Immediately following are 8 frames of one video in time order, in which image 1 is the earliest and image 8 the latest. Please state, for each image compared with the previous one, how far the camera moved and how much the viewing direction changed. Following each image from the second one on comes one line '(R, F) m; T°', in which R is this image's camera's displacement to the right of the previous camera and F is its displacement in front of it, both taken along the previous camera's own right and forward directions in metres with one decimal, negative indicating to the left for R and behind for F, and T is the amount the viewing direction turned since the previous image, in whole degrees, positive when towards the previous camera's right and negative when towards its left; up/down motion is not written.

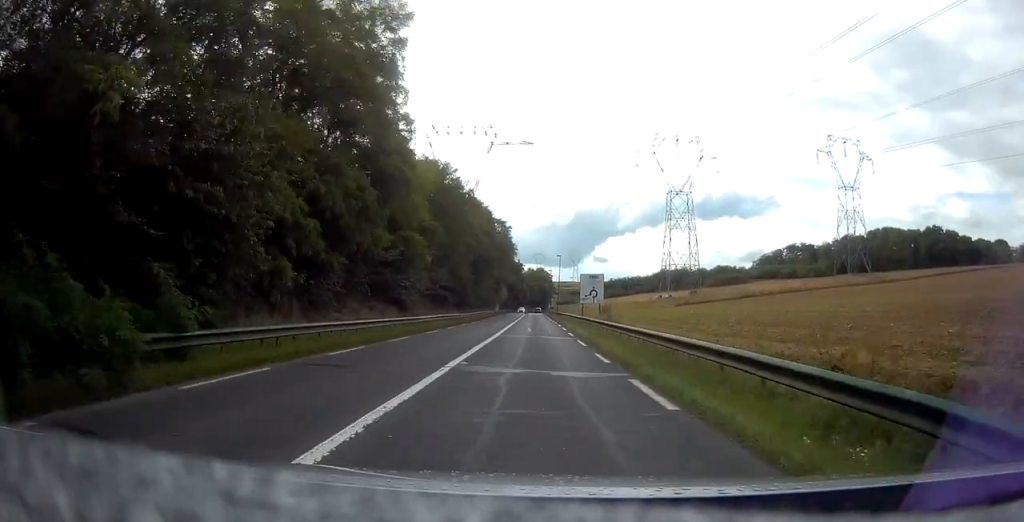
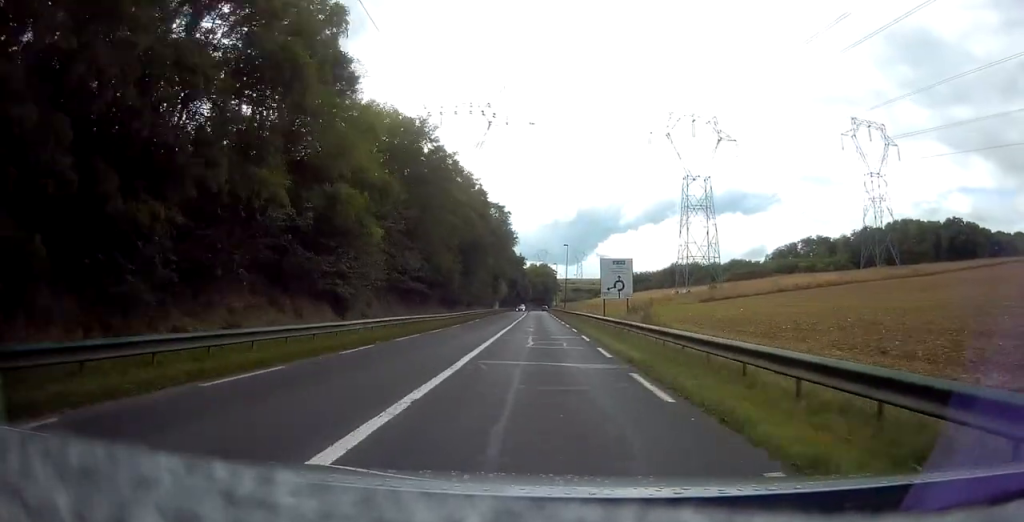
(0.0, +13.0) m; 0°
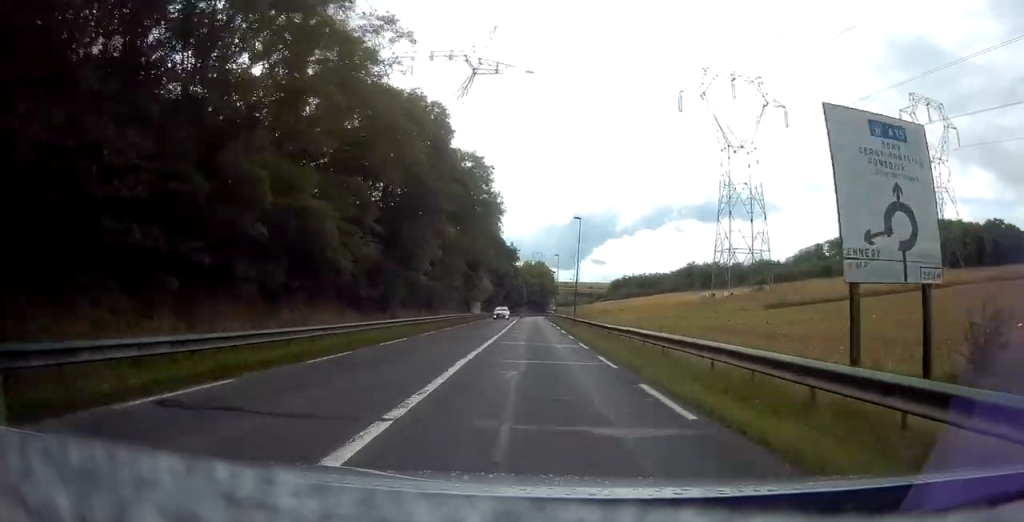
(0.0, +28.6) m; 0°
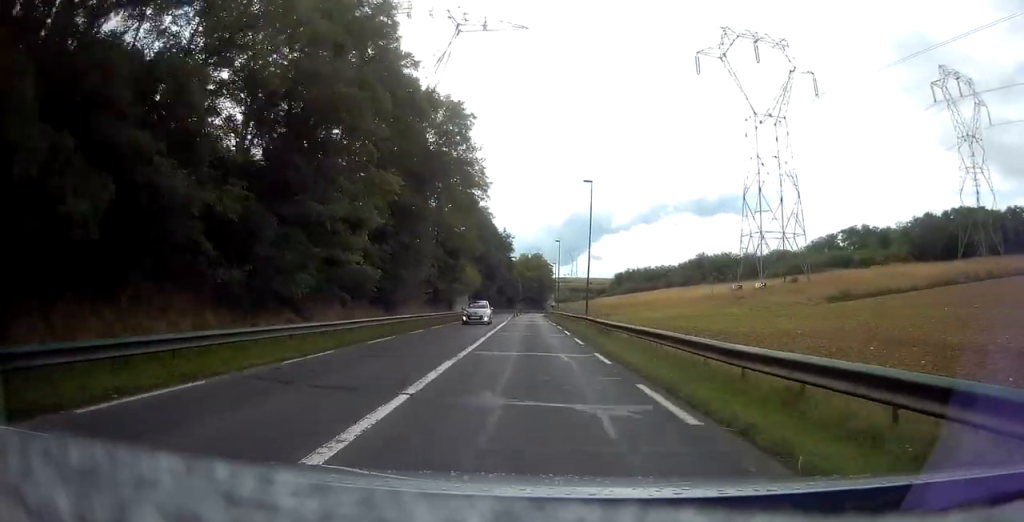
(0.0, +14.1) m; 0°
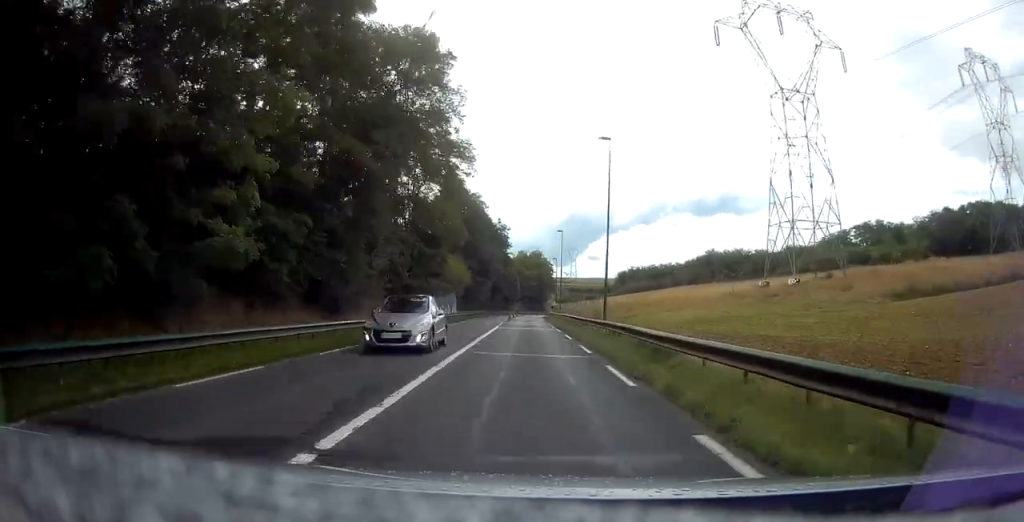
(-0.1, +10.5) m; 0°
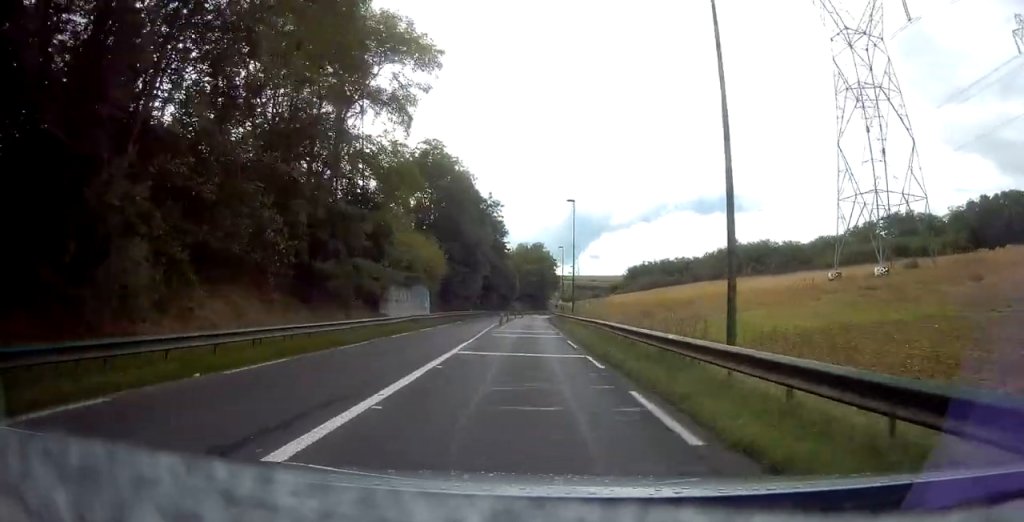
(0.0, +17.7) m; 0°
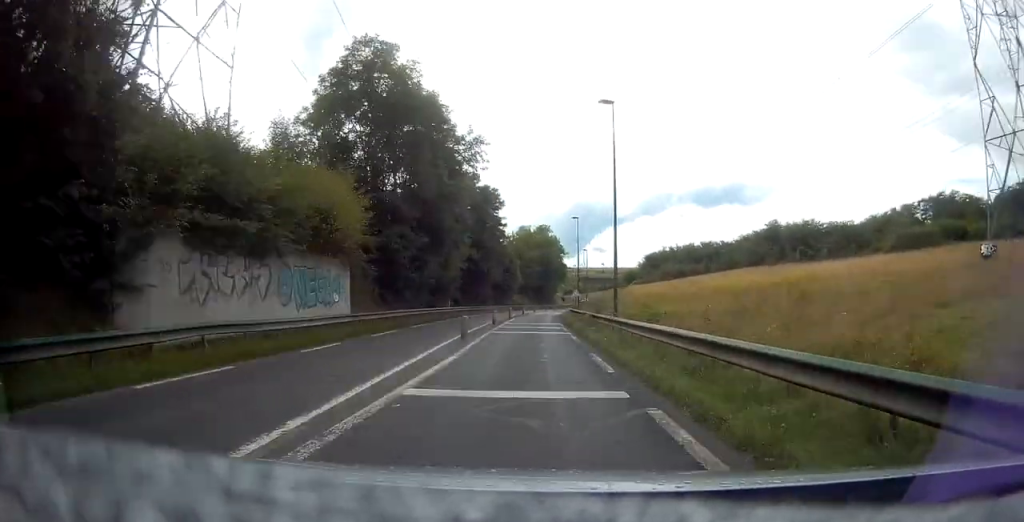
(+0.1, +22.6) m; 0°
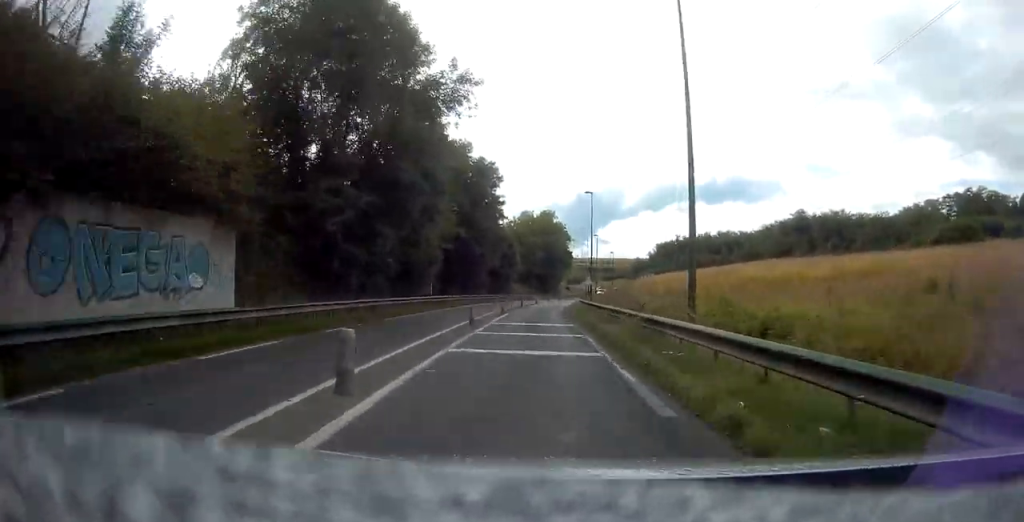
(0.0, +11.6) m; 0°
